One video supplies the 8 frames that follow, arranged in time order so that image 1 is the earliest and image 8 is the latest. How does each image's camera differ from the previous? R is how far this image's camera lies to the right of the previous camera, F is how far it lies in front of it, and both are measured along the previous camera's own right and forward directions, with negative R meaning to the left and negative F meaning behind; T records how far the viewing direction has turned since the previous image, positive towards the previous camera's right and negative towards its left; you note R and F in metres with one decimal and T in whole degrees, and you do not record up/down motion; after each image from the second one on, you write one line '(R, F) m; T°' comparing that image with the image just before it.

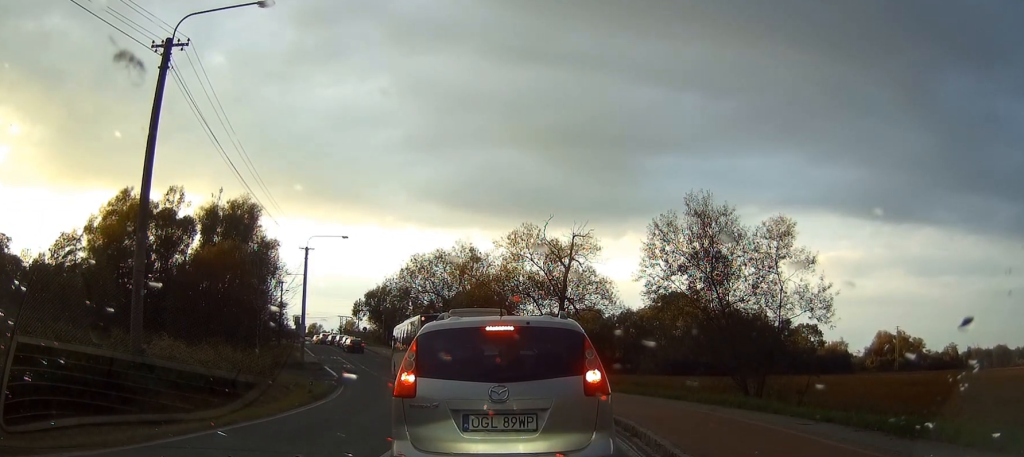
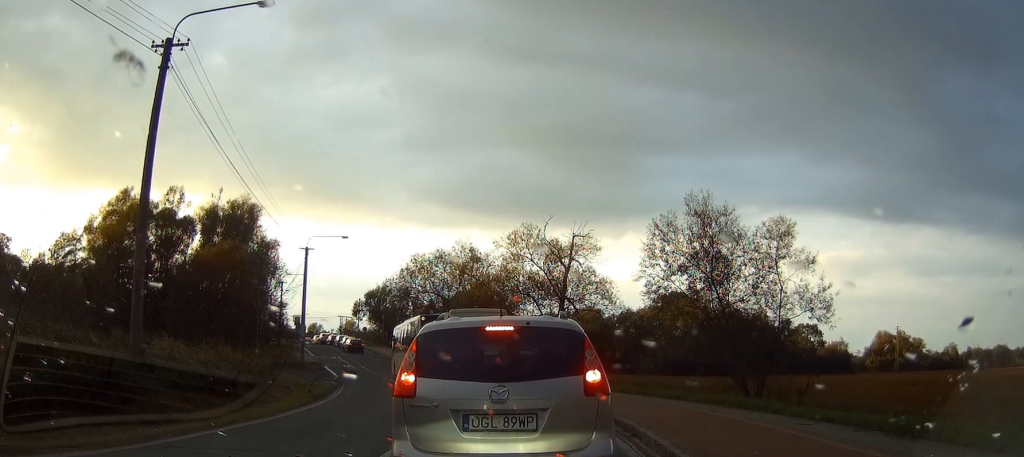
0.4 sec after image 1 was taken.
(-0.1, 0.0) m; 0°
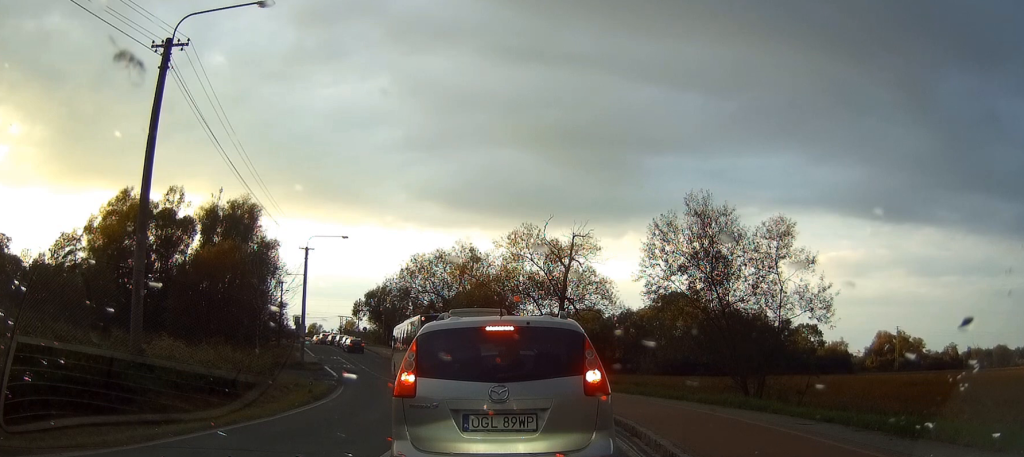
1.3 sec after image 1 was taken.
(-0.1, 0.0) m; 0°
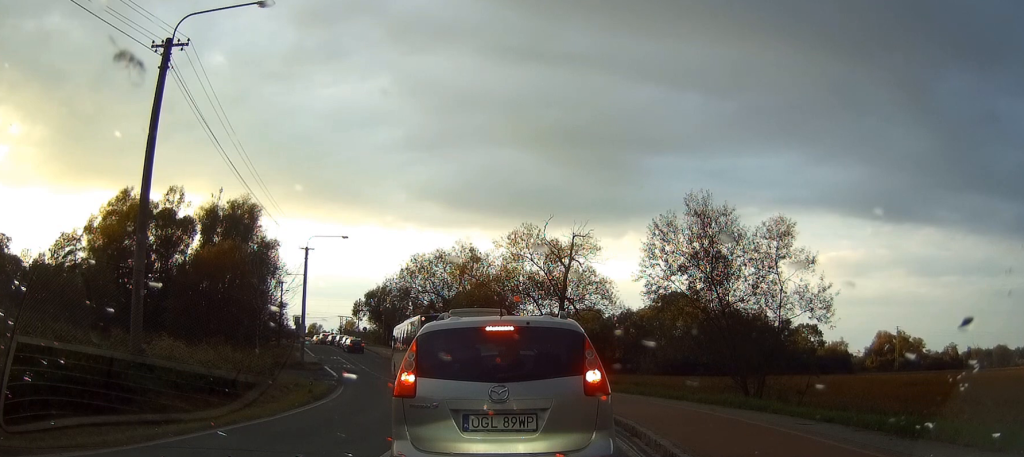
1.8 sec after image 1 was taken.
(0.0, 0.0) m; 0°
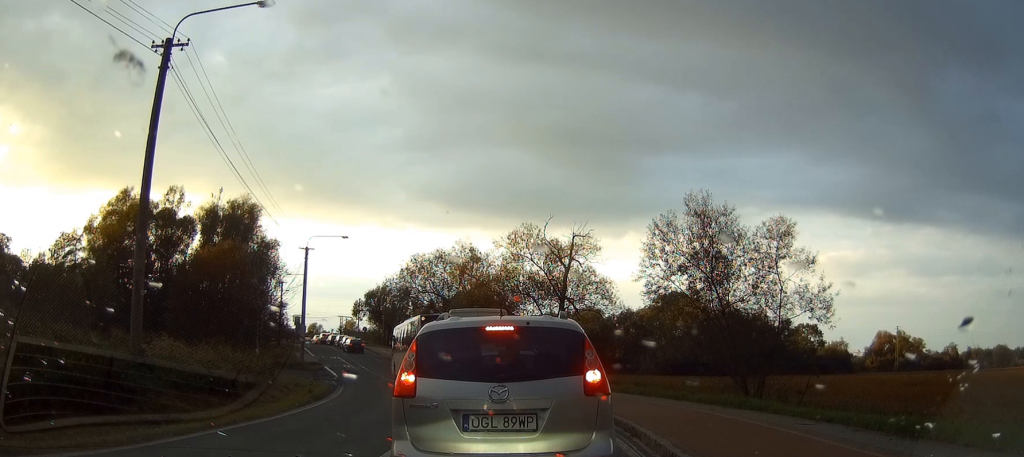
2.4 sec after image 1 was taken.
(0.0, 0.0) m; 0°
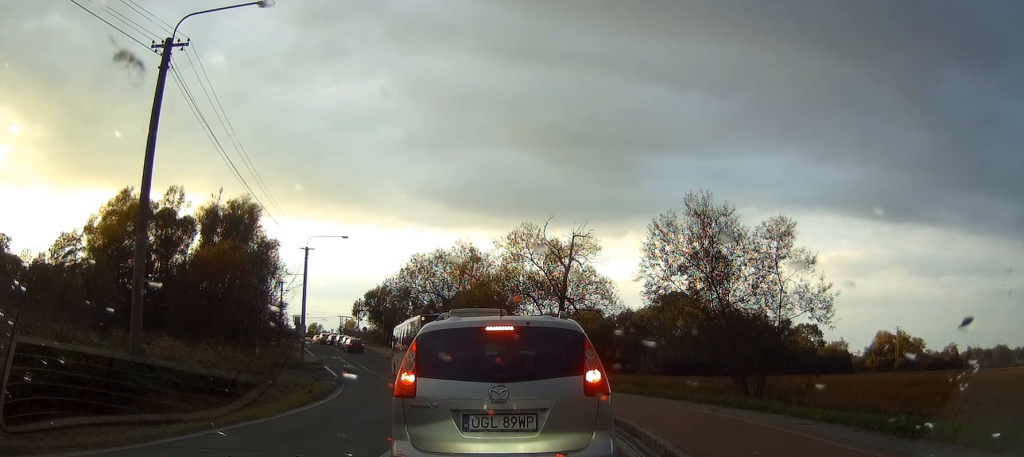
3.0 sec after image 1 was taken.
(0.0, 0.0) m; 0°
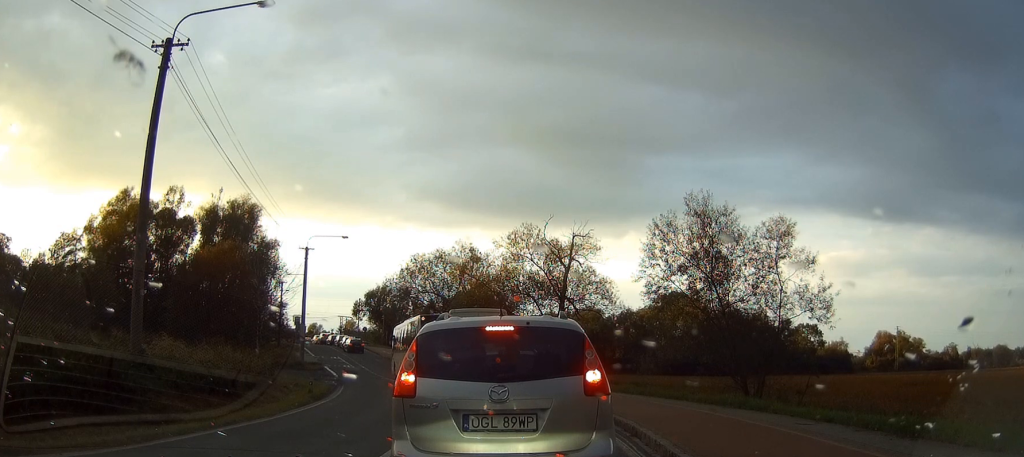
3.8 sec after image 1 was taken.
(0.0, 0.0) m; 0°
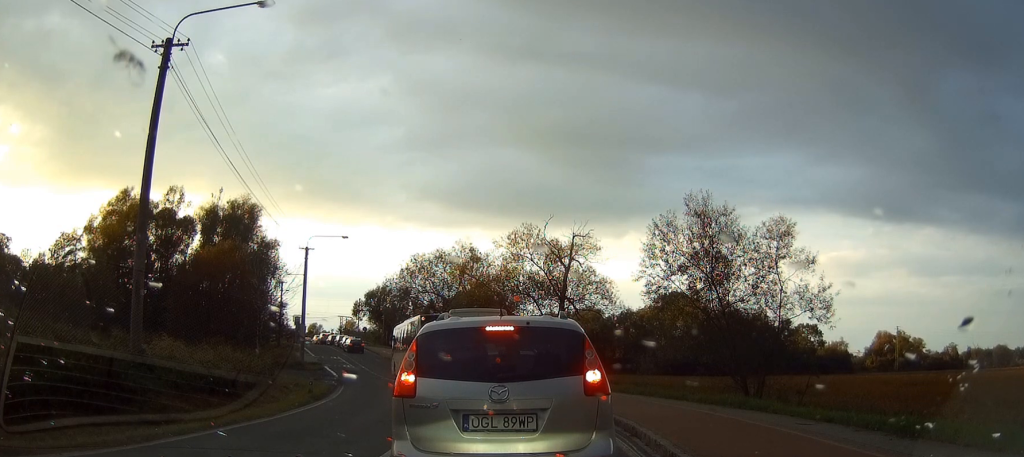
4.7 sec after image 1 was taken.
(0.0, 0.0) m; 0°
